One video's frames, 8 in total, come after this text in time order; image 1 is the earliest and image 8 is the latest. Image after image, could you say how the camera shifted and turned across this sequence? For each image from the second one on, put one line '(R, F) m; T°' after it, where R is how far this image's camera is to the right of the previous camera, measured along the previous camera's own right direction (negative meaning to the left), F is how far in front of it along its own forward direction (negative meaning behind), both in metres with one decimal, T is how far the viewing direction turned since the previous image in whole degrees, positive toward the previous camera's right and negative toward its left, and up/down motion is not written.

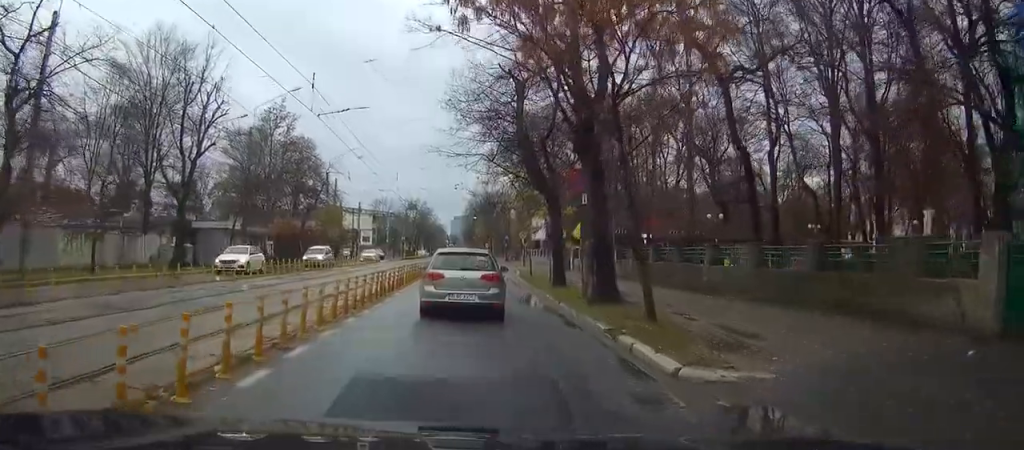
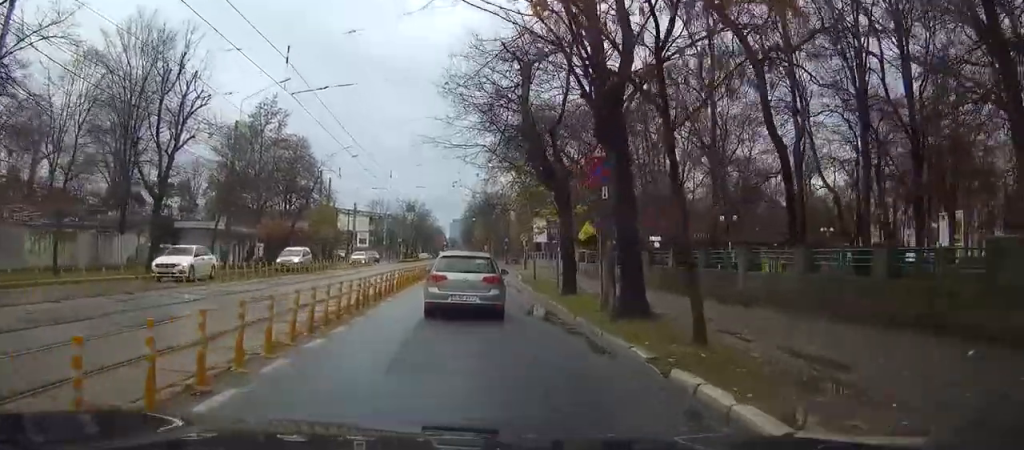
(-0.2, +3.2) m; +1°
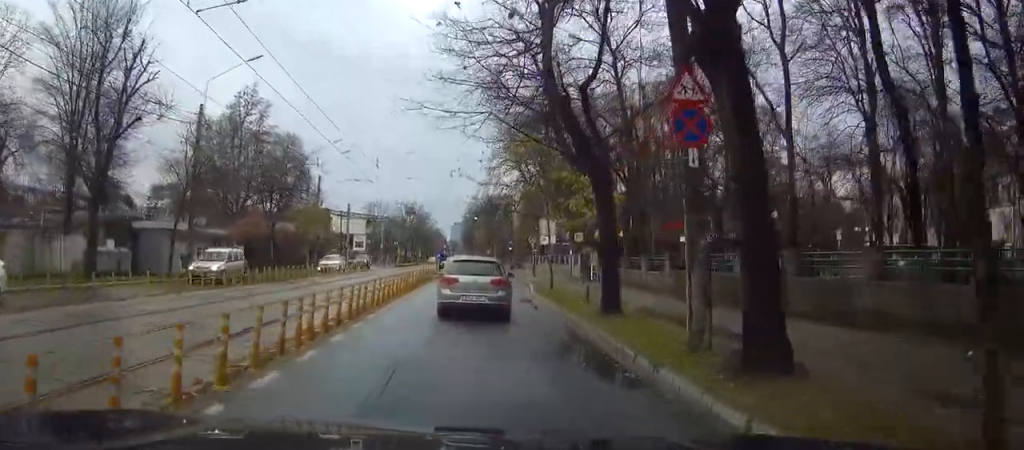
(+0.6, +6.7) m; +5°
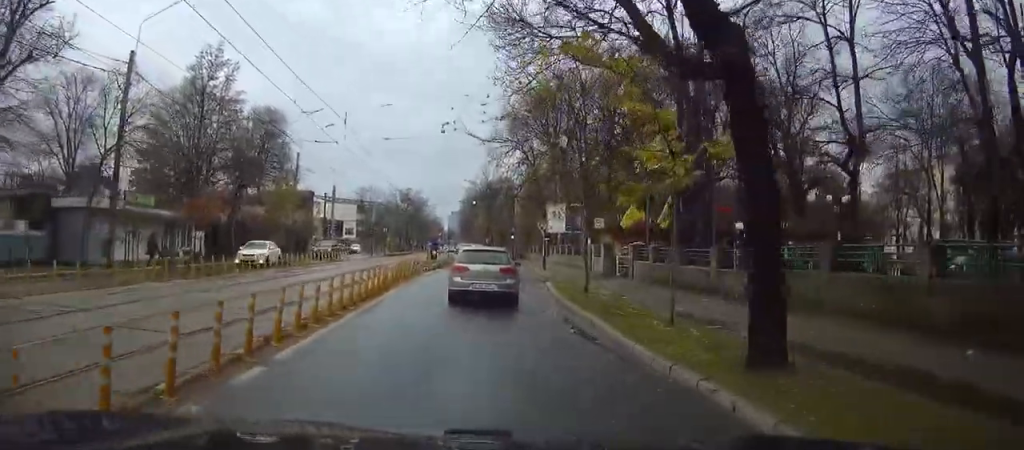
(-0.1, +8.8) m; 0°
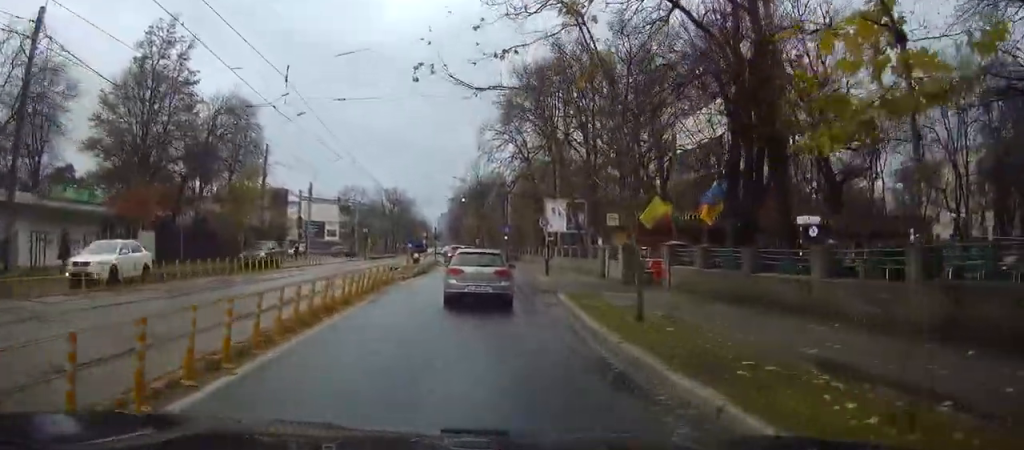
(+0.1, +7.3) m; +4°
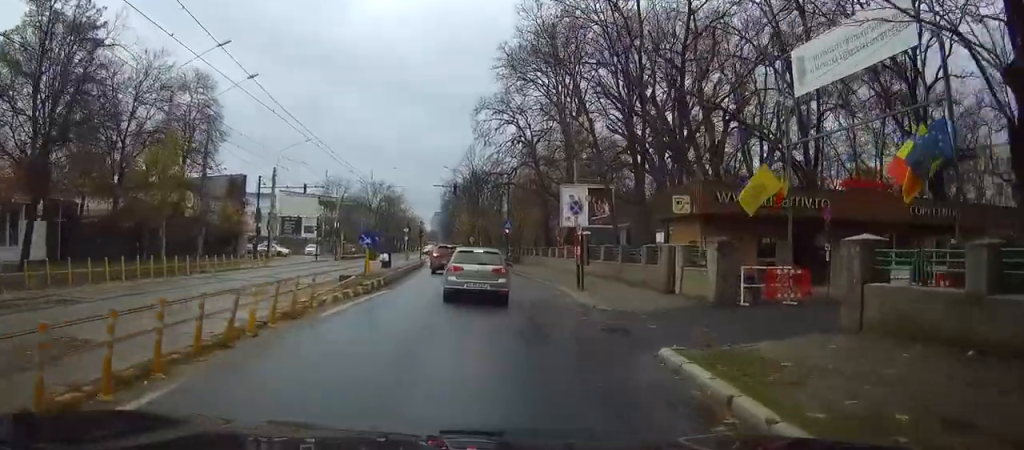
(+0.6, +13.4) m; +1°
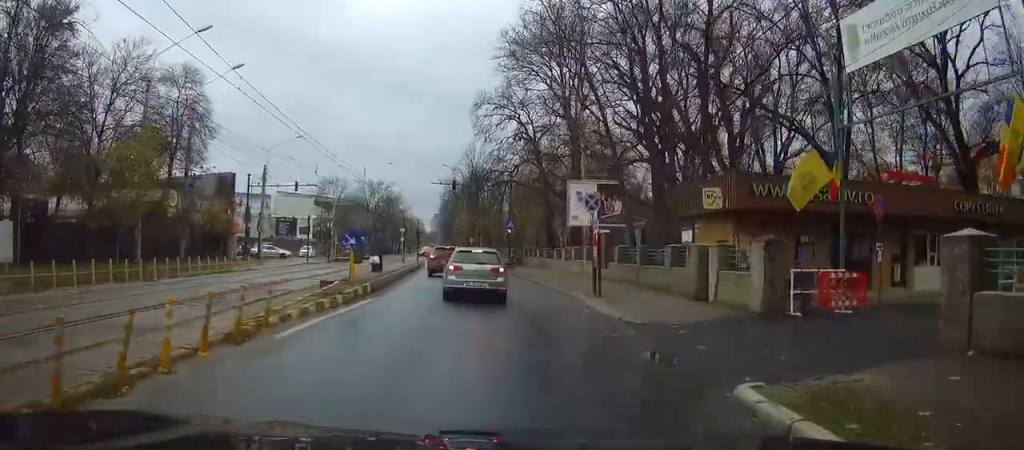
(-0.1, +3.3) m; -1°
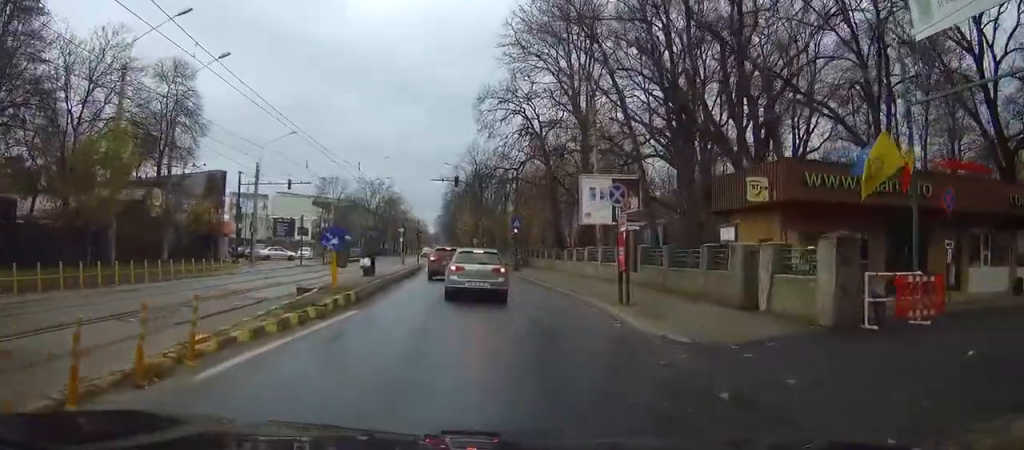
(0.0, +3.3) m; 0°
